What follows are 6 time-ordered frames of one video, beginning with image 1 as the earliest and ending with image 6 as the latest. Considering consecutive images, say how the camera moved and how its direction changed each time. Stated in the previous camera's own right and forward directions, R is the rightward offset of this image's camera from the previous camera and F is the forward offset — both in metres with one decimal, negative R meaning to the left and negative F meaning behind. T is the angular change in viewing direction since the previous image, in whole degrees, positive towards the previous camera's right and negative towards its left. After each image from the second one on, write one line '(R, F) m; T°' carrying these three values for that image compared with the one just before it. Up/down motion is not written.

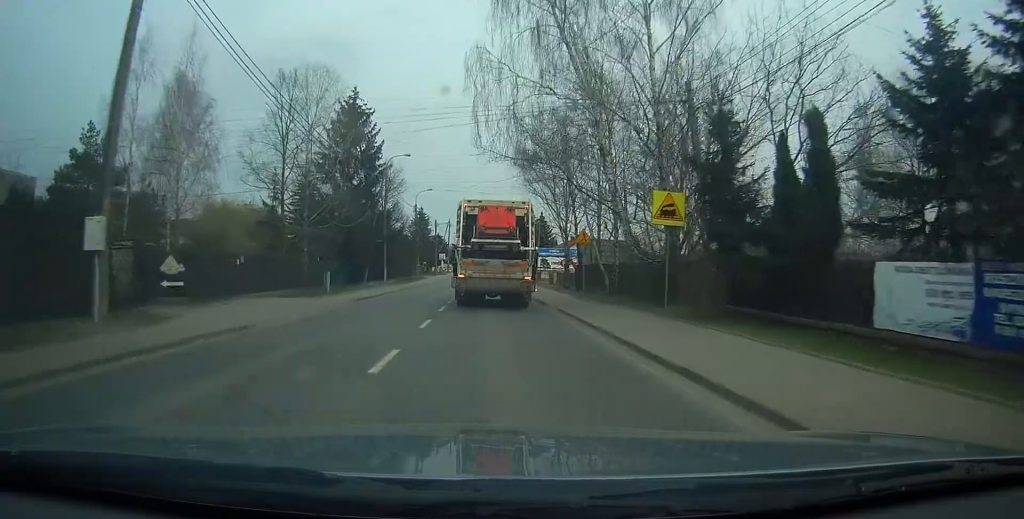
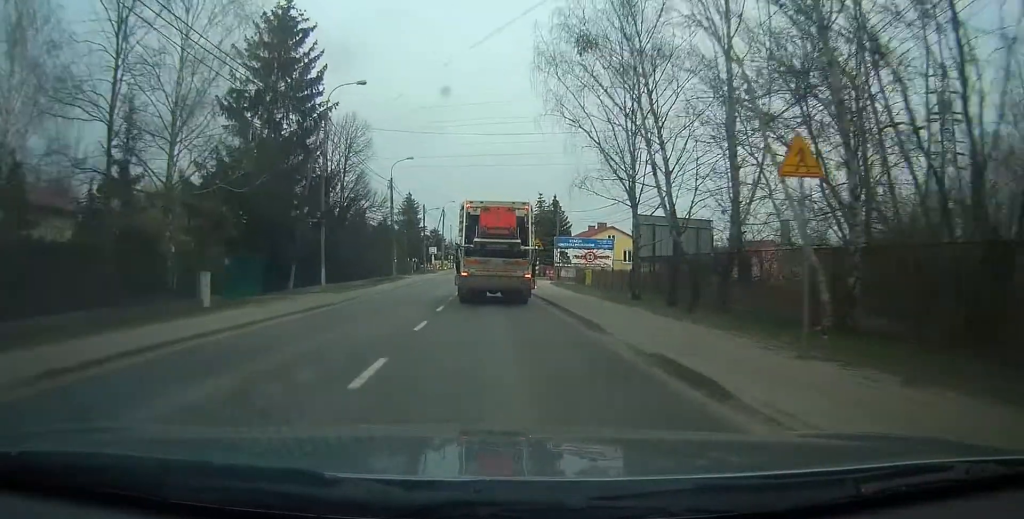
(0.0, +19.2) m; 0°
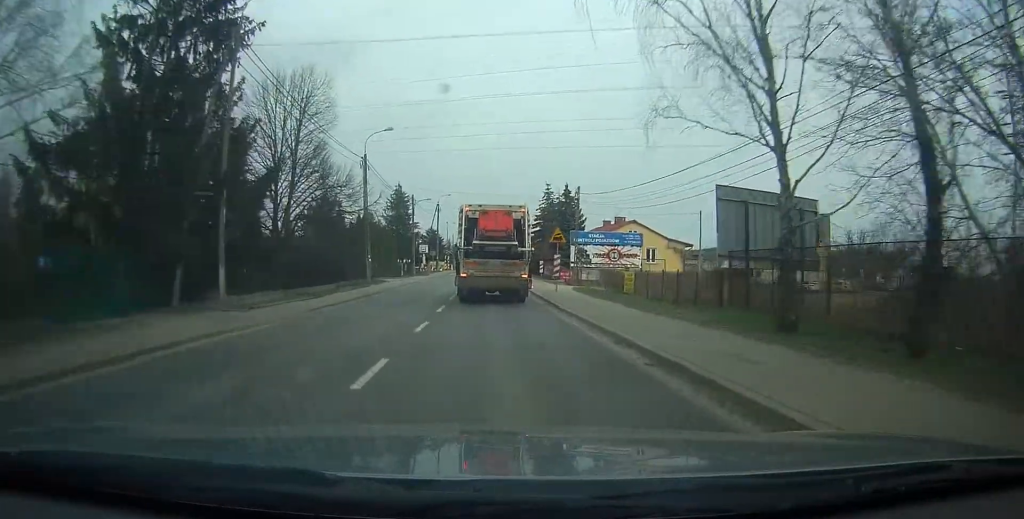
(+0.1, +12.2) m; -1°
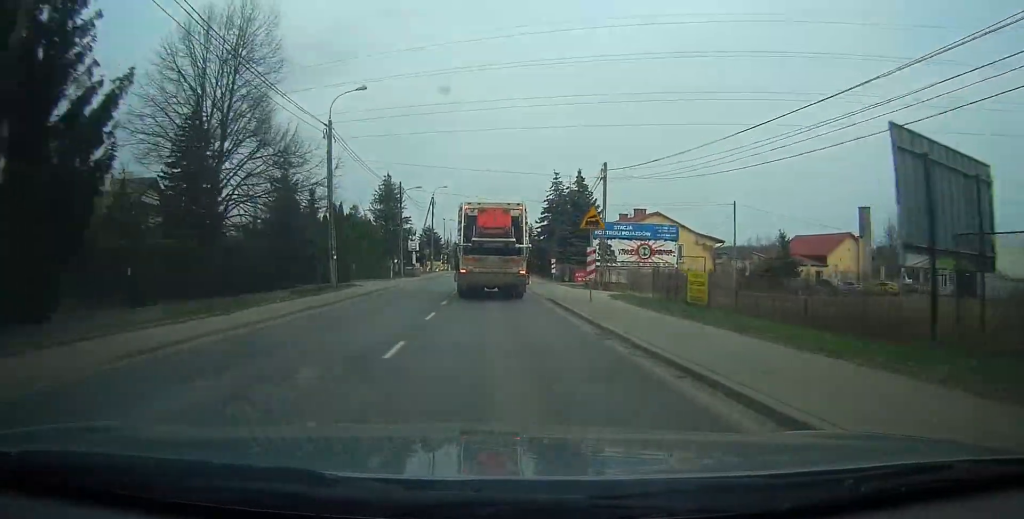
(-0.1, +10.0) m; -1°
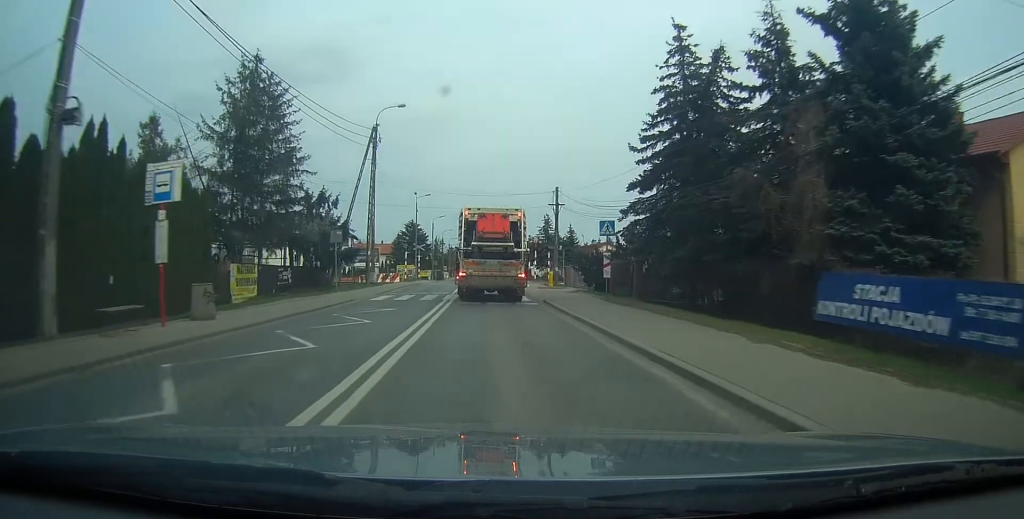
(-0.6, +47.6) m; 0°
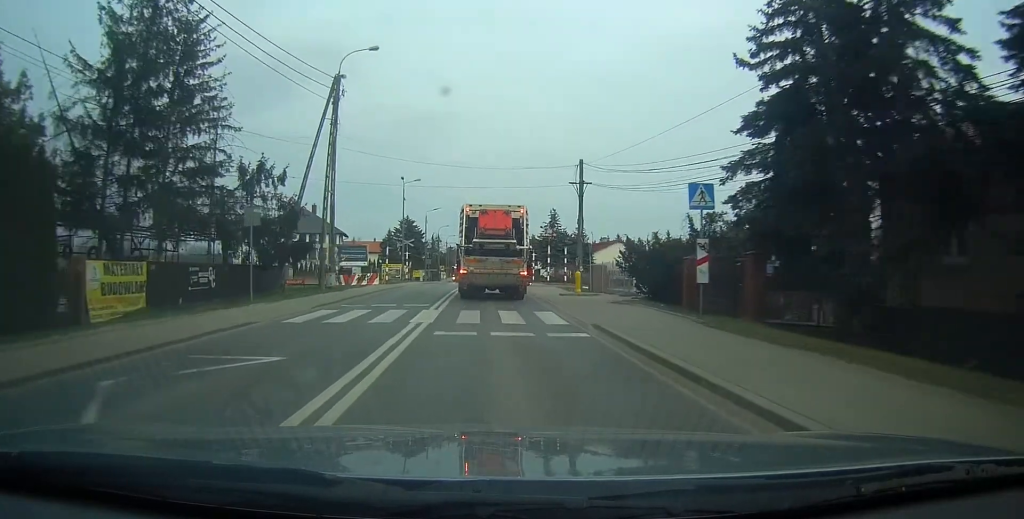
(0.0, +11.4) m; 0°
